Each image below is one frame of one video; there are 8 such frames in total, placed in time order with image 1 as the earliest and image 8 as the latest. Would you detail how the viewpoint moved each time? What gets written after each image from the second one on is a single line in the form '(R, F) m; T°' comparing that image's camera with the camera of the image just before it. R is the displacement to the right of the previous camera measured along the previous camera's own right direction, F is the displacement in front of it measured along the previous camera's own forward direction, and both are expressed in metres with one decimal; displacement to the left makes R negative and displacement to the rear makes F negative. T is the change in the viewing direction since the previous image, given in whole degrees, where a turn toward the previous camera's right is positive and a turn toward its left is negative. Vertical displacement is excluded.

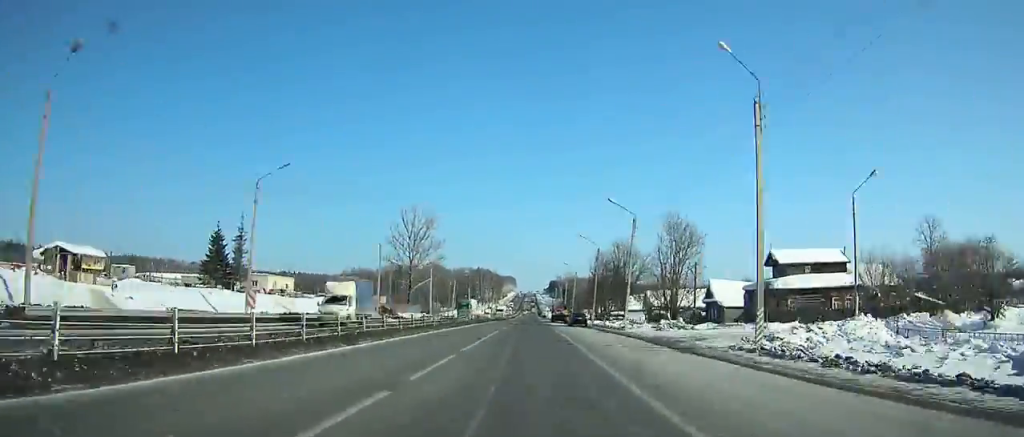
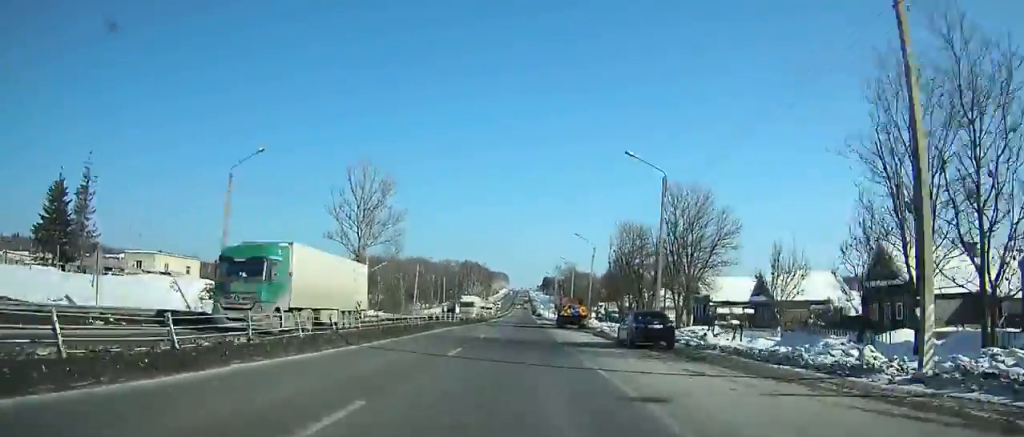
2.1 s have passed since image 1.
(+0.1, +38.5) m; 0°
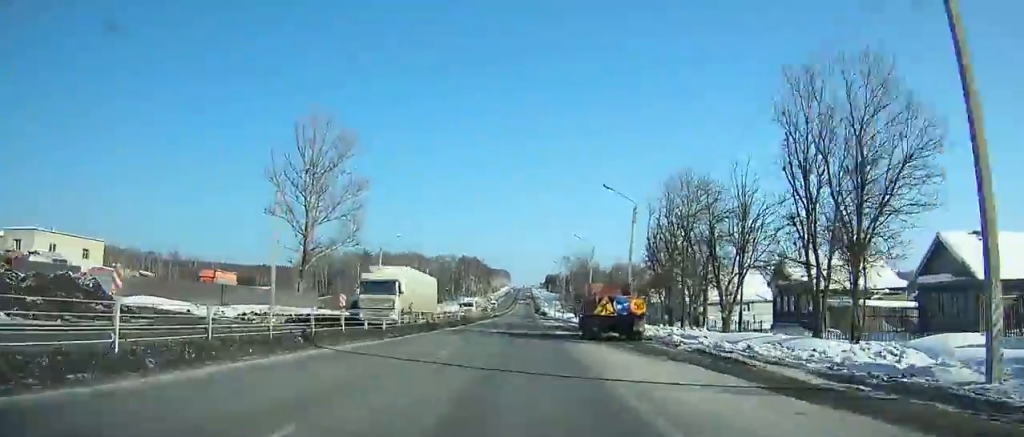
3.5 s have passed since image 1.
(+0.1, +26.1) m; 0°
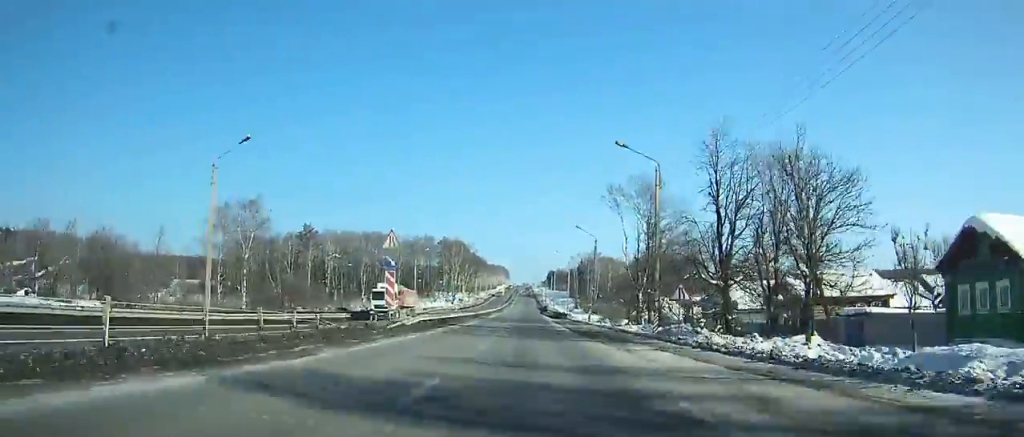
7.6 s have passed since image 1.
(+0.3, +78.3) m; 0°
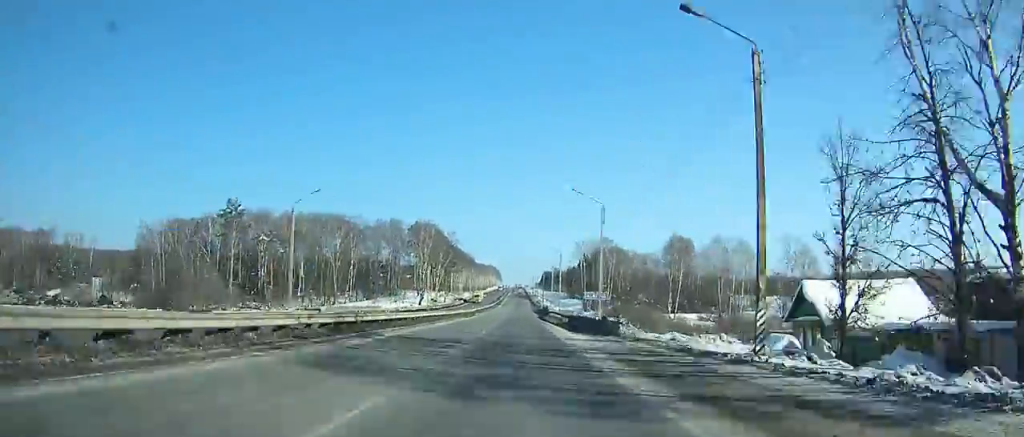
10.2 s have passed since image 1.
(+0.1, +51.4) m; 0°
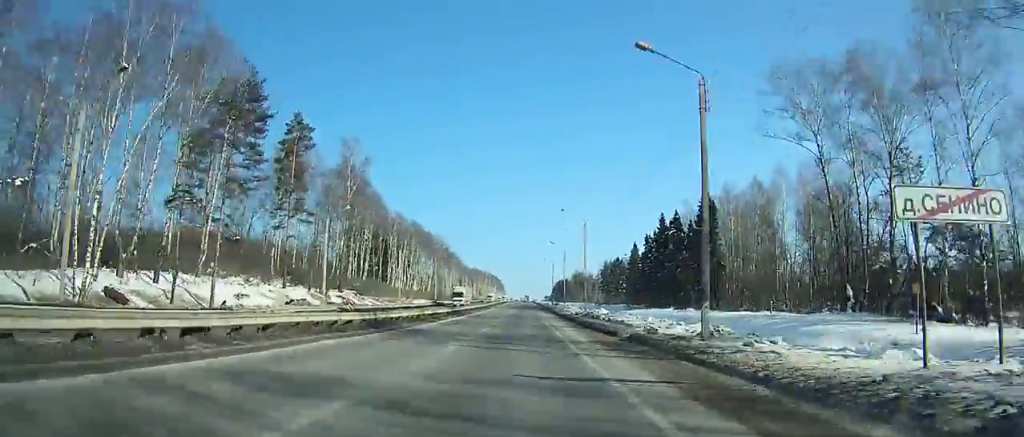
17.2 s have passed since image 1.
(-1.1, +144.8) m; -1°
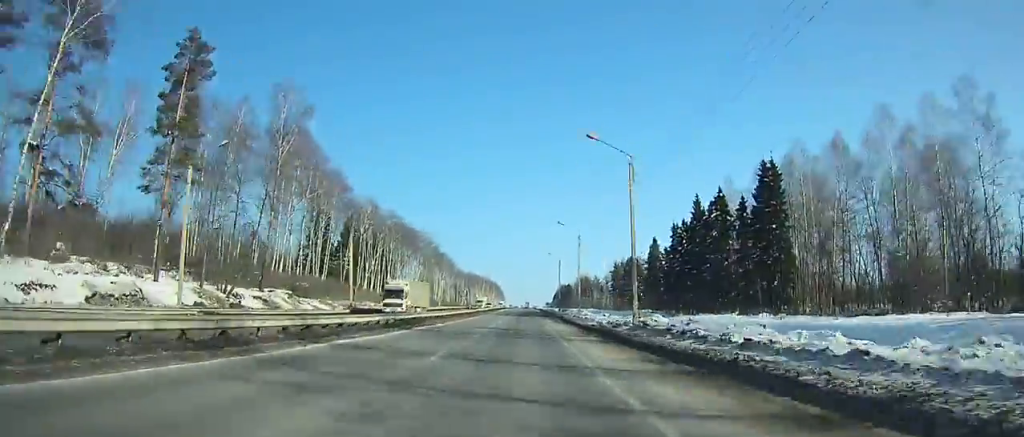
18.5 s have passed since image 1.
(0.0, +28.0) m; 0°
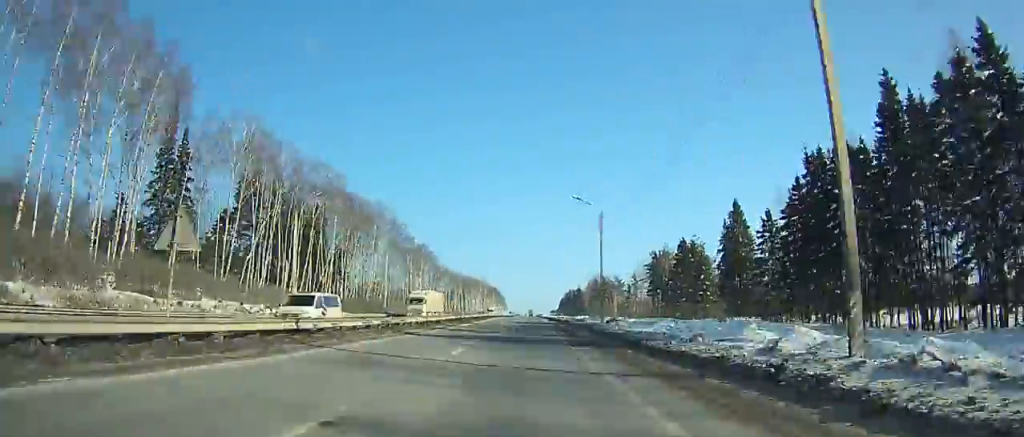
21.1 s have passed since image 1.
(+0.1, +56.7) m; 0°
